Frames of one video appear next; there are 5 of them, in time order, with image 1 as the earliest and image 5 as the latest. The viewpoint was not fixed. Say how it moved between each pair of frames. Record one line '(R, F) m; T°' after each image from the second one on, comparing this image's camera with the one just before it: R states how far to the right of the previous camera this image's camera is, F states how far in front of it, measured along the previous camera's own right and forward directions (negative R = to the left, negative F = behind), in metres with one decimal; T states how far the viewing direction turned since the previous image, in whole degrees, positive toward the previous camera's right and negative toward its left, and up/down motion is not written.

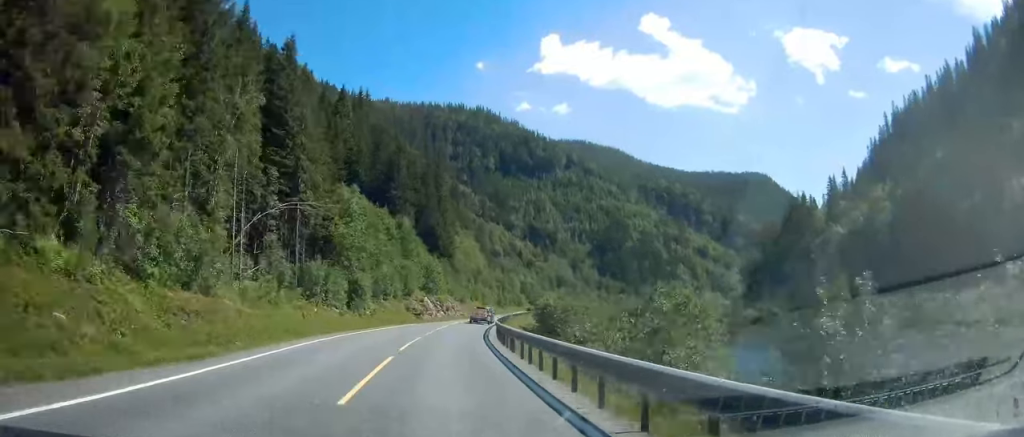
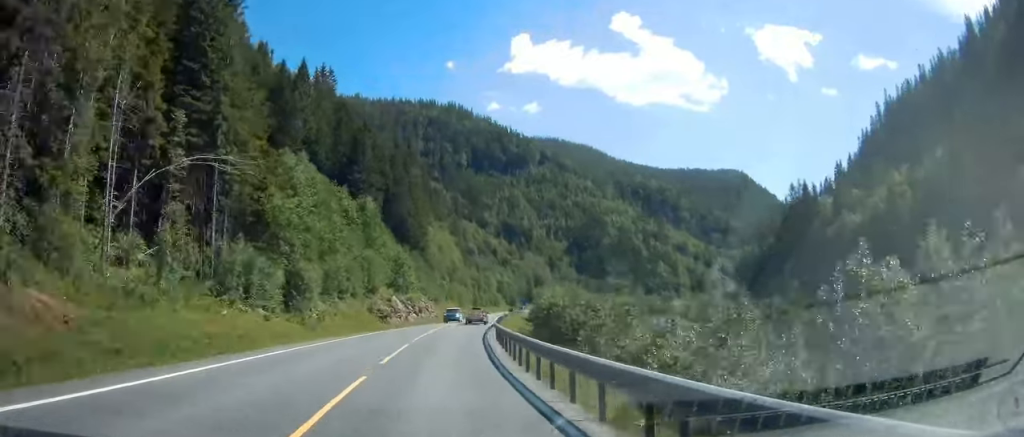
(-0.5, +16.8) m; +1°
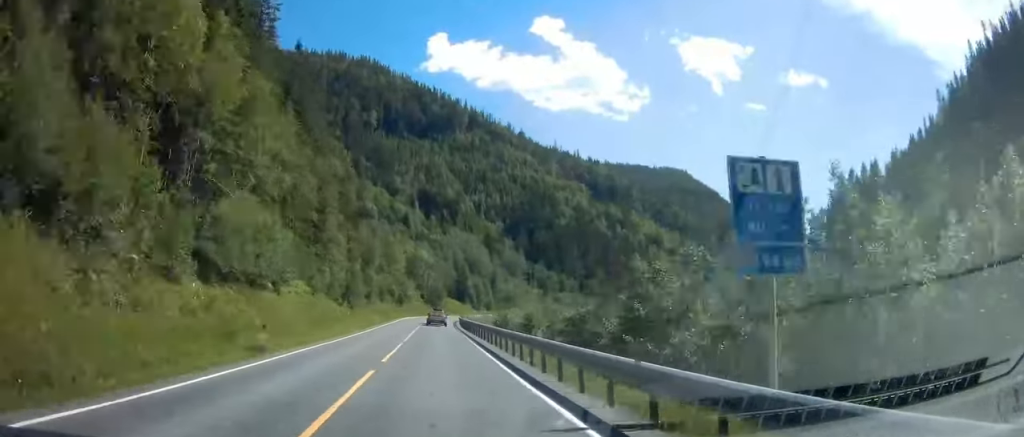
(+10.4, +132.5) m; +7°
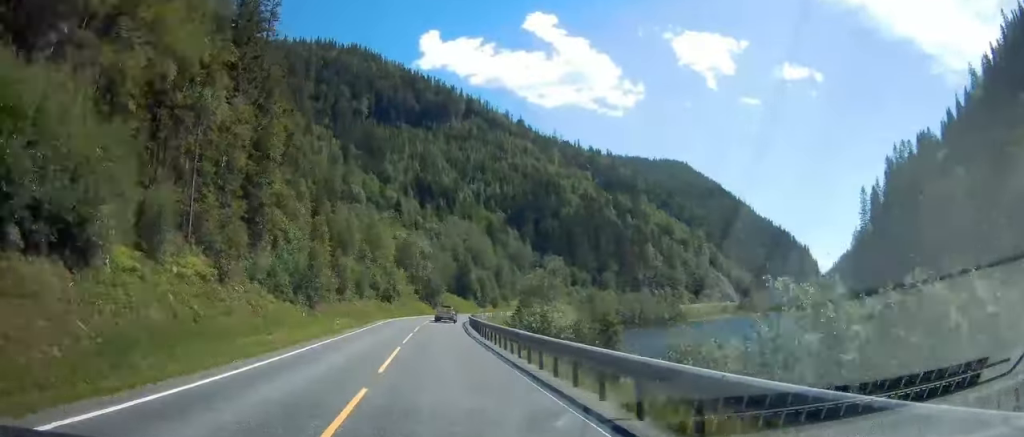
(-0.2, +27.0) m; +1°
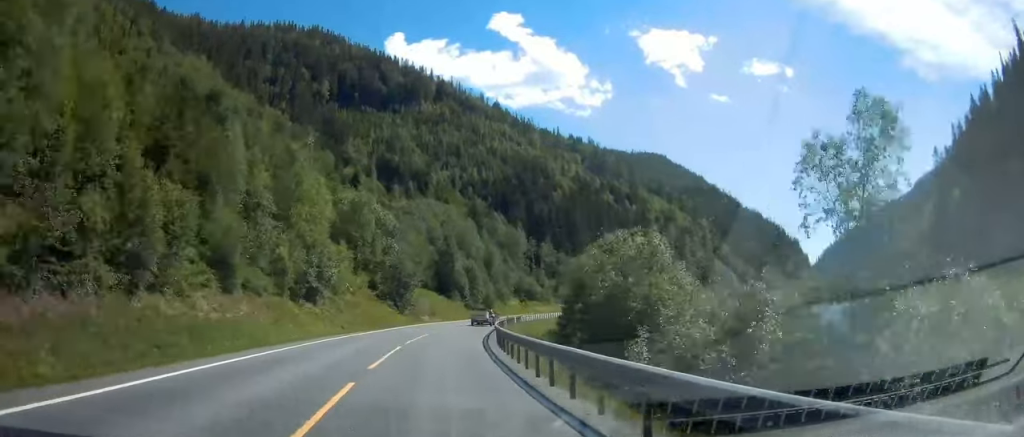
(+1.4, +44.9) m; +5°
